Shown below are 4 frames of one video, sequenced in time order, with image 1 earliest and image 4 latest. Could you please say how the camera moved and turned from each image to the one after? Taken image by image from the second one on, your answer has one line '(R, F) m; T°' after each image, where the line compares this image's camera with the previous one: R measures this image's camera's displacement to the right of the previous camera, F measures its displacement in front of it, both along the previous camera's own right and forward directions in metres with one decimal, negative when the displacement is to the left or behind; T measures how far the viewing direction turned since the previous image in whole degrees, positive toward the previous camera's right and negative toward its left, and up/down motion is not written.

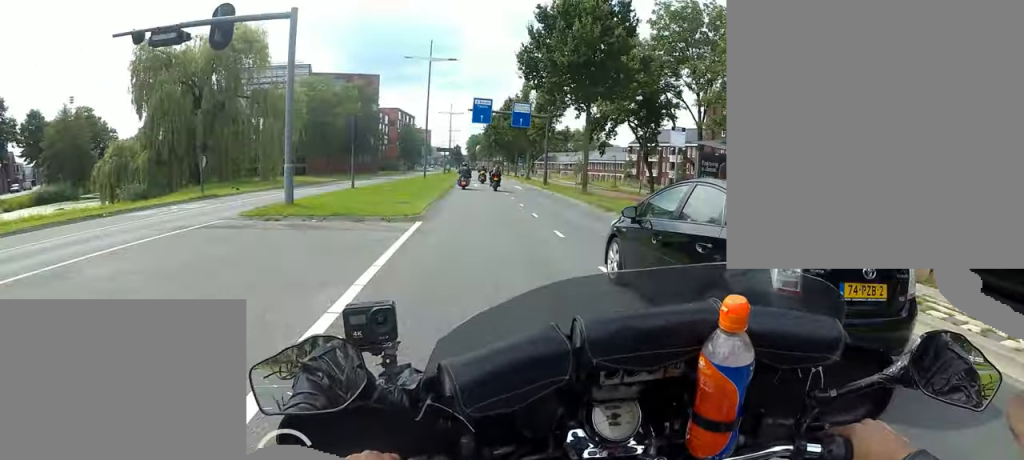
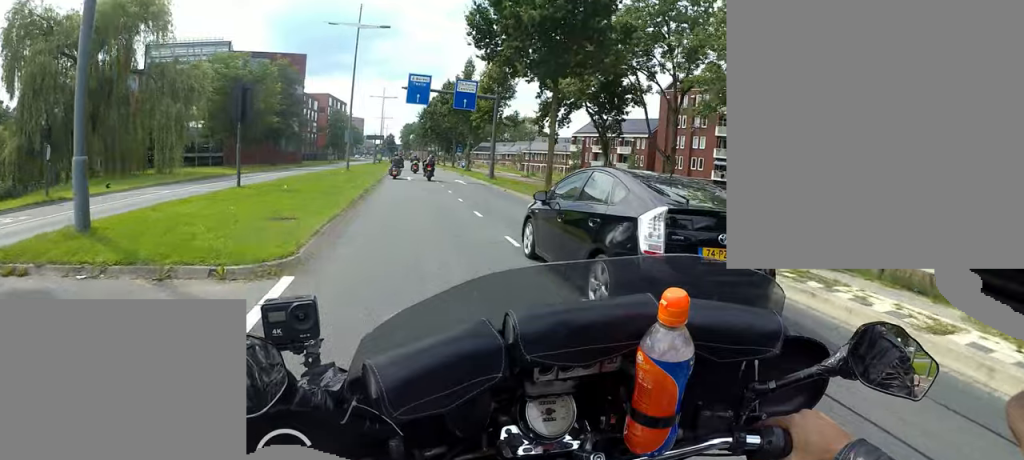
(+0.2, +6.2) m; -1°
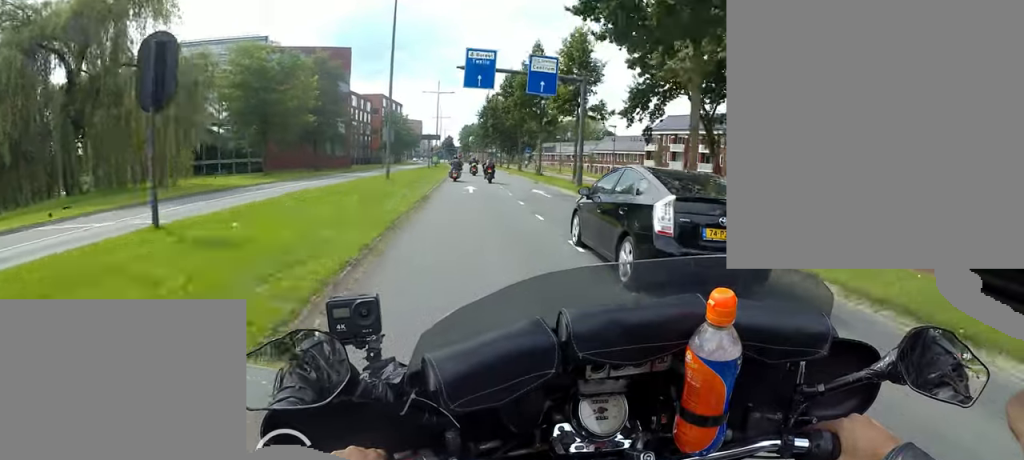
(-0.8, +8.3) m; -4°
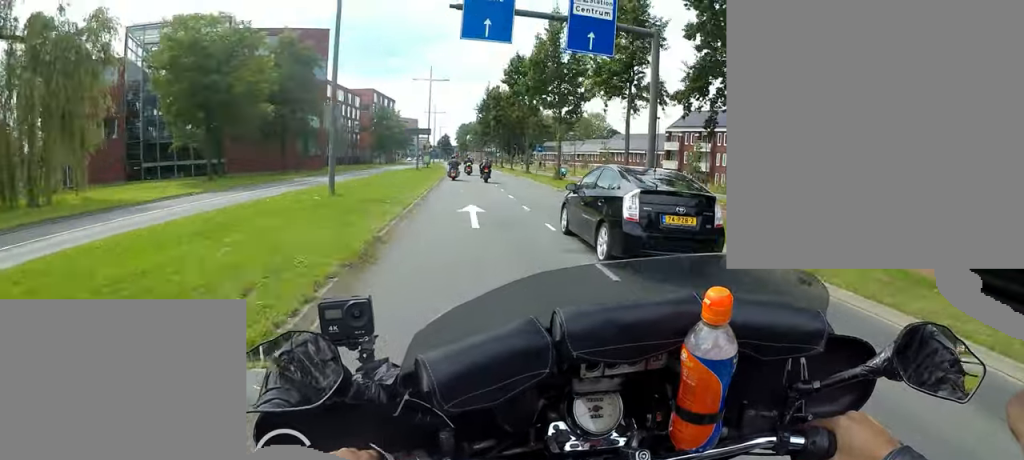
(-0.2, +10.1) m; -1°
